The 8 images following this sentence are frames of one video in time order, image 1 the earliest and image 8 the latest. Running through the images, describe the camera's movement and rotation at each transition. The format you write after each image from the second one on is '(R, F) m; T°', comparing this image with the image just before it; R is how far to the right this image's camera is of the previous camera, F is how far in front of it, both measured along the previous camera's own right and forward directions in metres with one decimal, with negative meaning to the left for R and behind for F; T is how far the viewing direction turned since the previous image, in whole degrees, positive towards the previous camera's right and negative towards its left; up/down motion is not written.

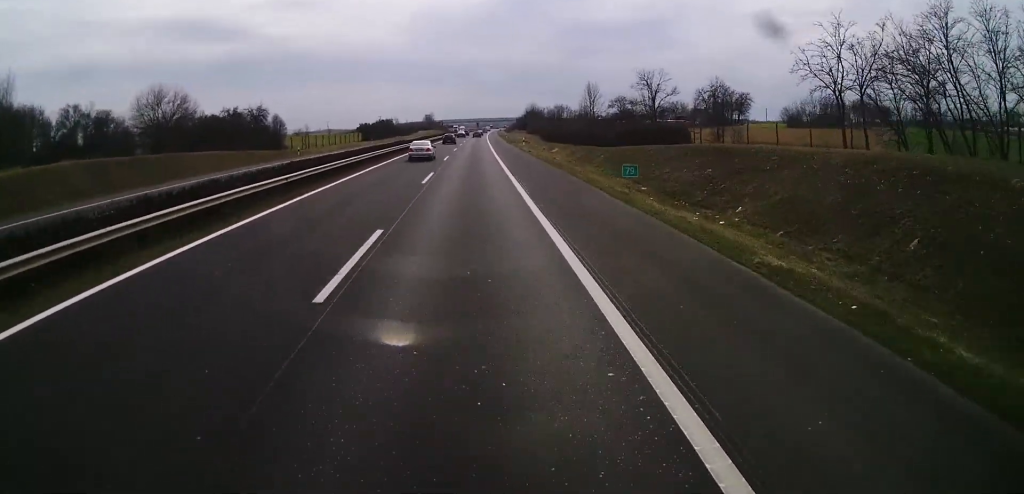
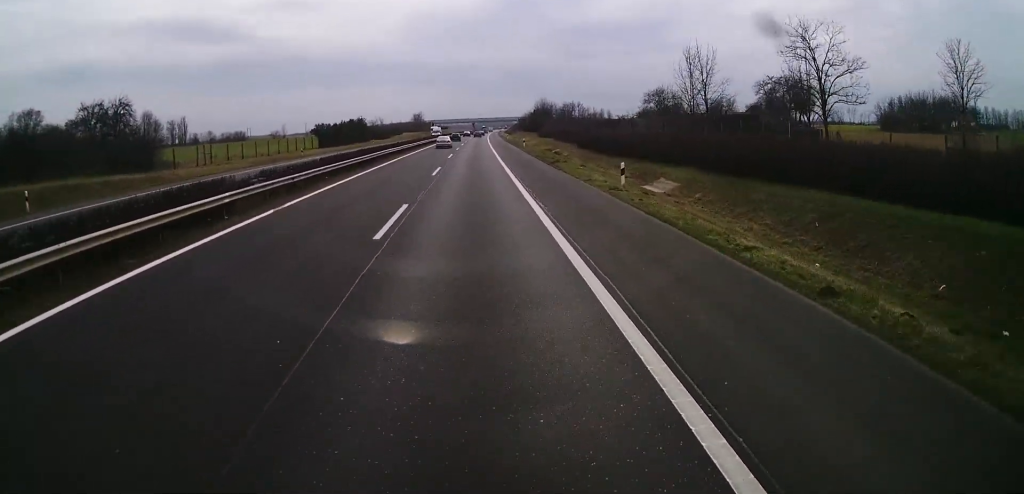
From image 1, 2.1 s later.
(-0.5, +49.3) m; 0°
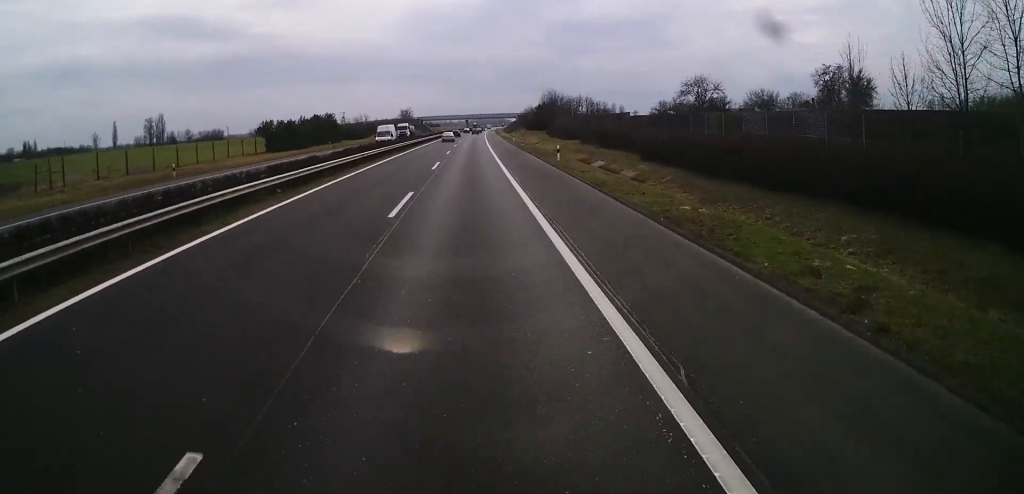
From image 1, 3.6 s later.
(+0.2, +33.1) m; 0°
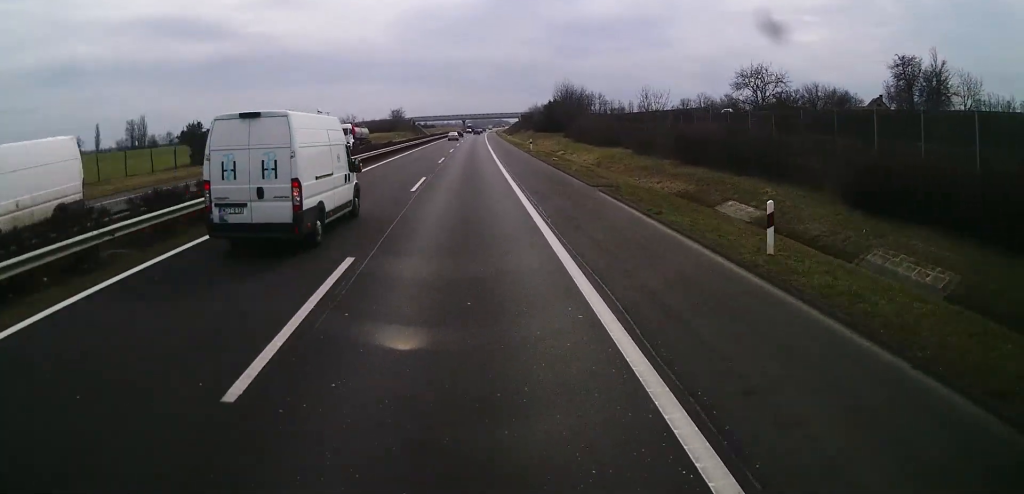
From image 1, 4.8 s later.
(+0.1, +29.3) m; +1°
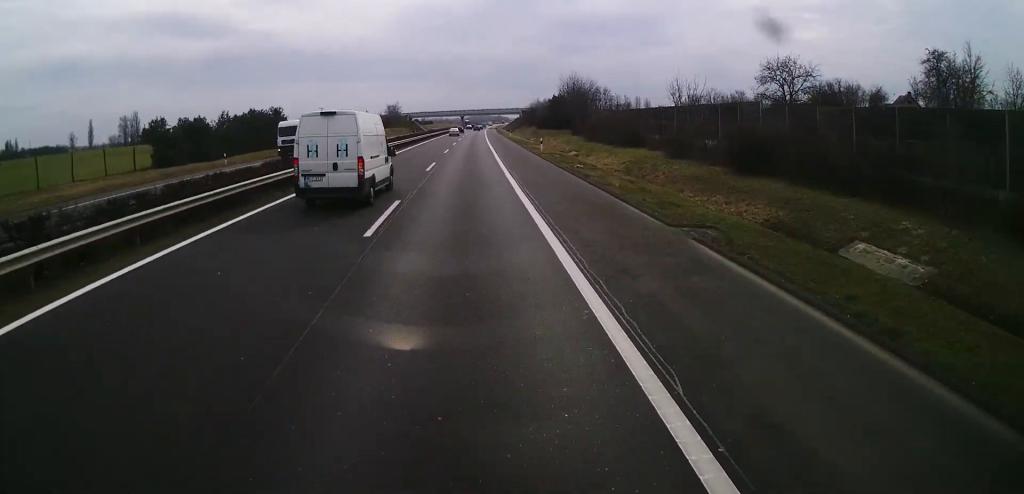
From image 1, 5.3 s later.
(0.0, +10.0) m; 0°
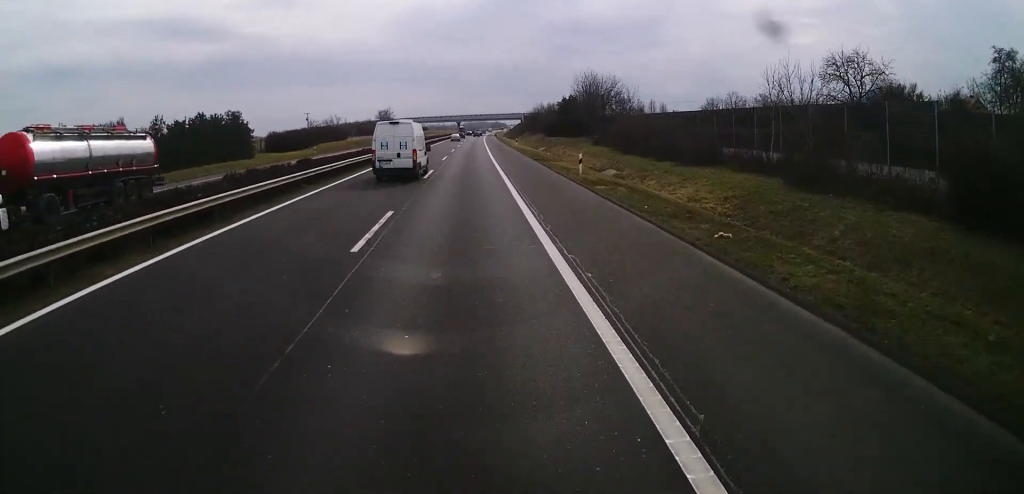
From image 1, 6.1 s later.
(0.0, +19.1) m; 0°
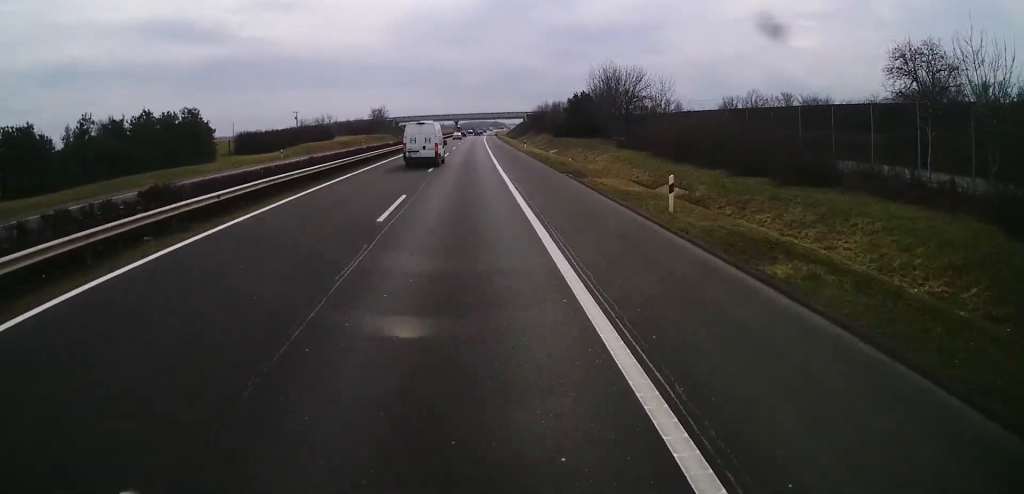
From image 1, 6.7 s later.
(0.0, +14.6) m; 0°
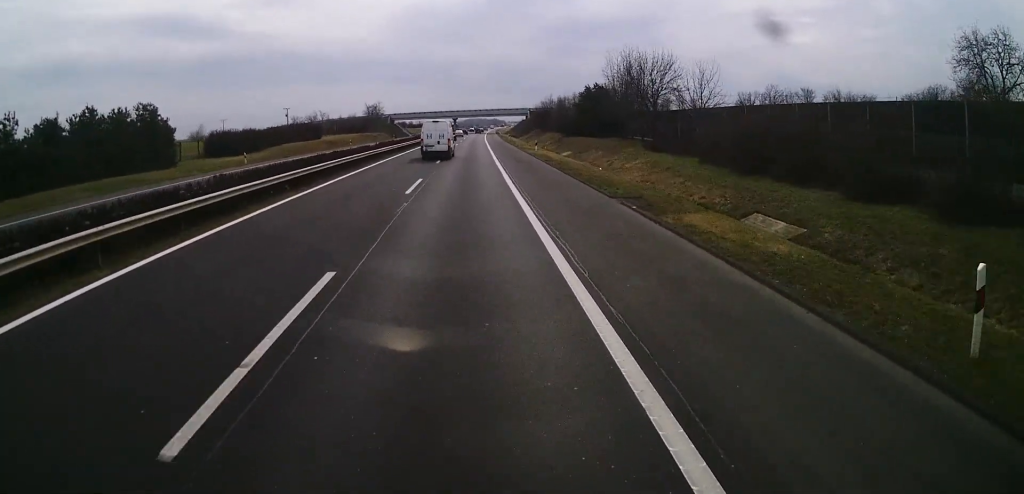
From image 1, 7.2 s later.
(0.0, +11.5) m; 0°
